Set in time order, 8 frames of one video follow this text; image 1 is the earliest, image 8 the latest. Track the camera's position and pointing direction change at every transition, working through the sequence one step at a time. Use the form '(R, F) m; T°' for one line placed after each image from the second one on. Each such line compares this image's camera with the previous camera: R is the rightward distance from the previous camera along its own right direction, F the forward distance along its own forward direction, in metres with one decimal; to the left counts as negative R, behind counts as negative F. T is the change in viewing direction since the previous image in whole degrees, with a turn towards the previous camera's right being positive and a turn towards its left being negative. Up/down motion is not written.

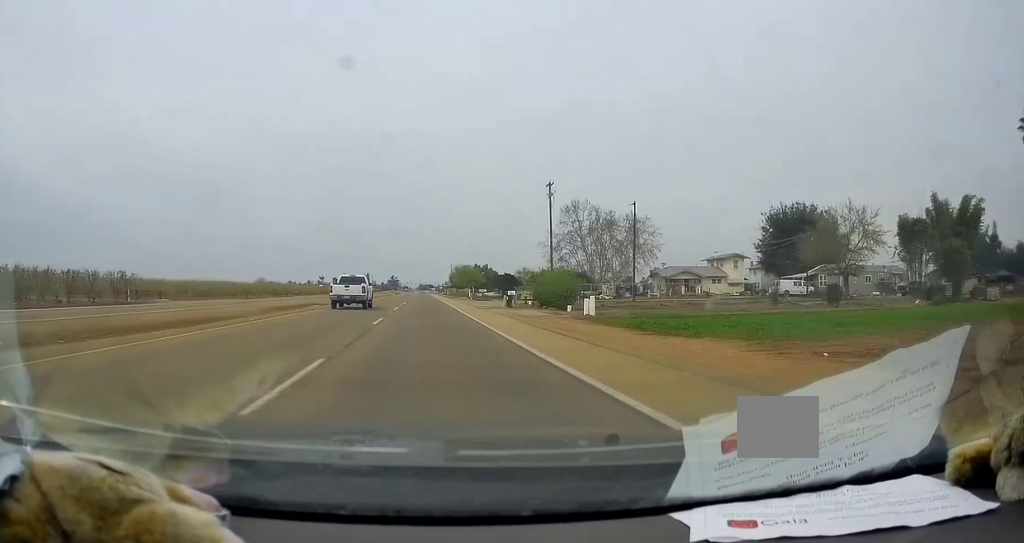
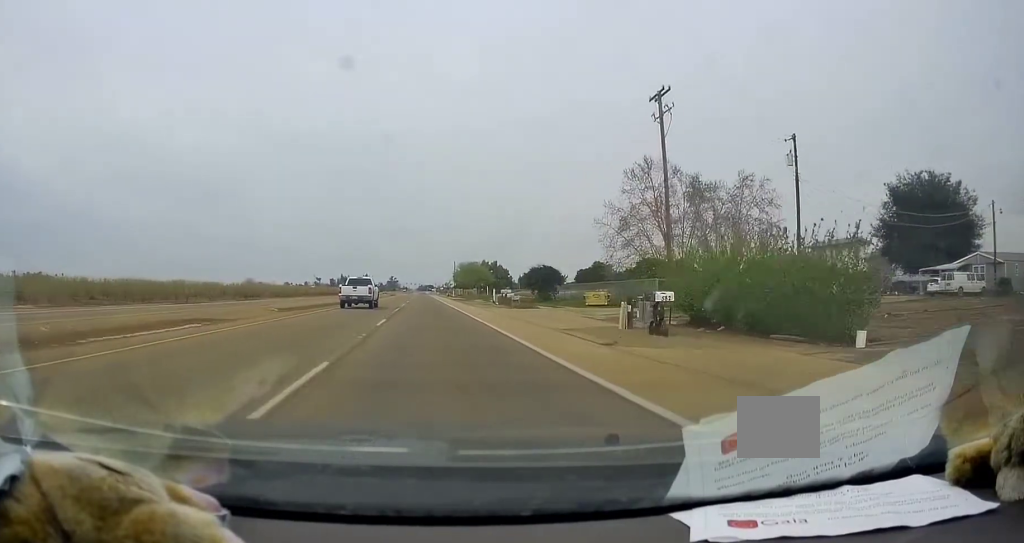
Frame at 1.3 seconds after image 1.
(-0.3, +30.2) m; -1°
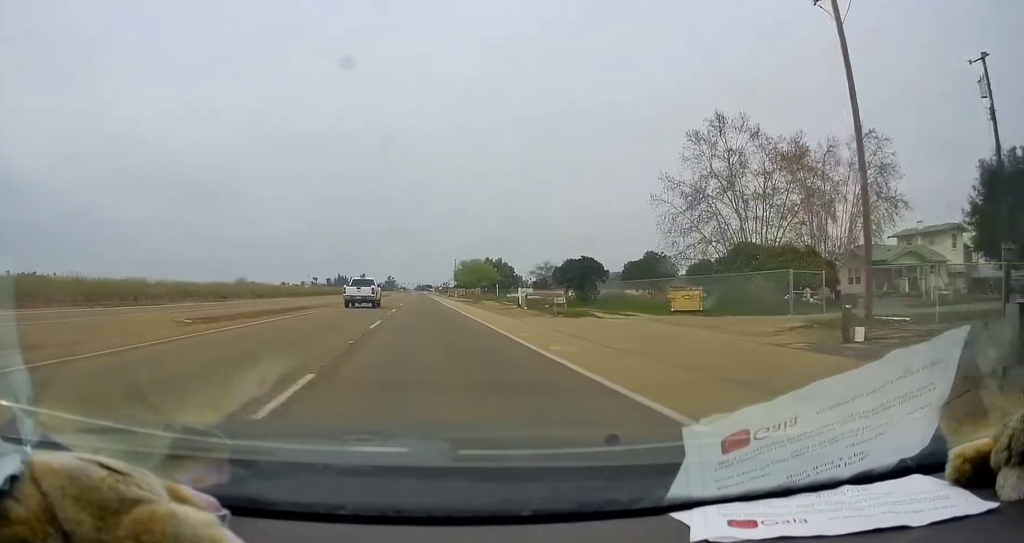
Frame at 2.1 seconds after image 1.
(0.0, +16.6) m; 0°
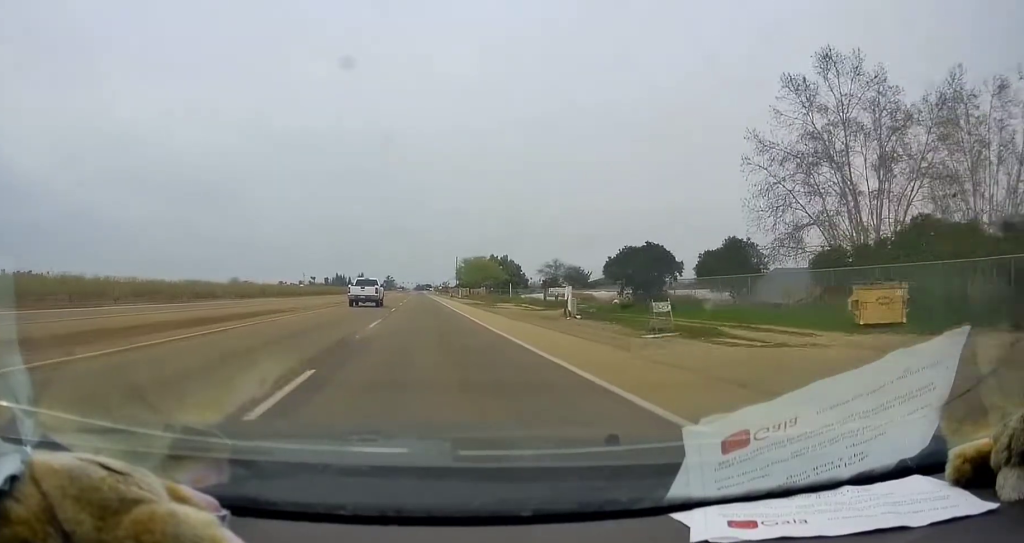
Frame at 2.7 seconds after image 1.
(0.0, +14.4) m; +1°
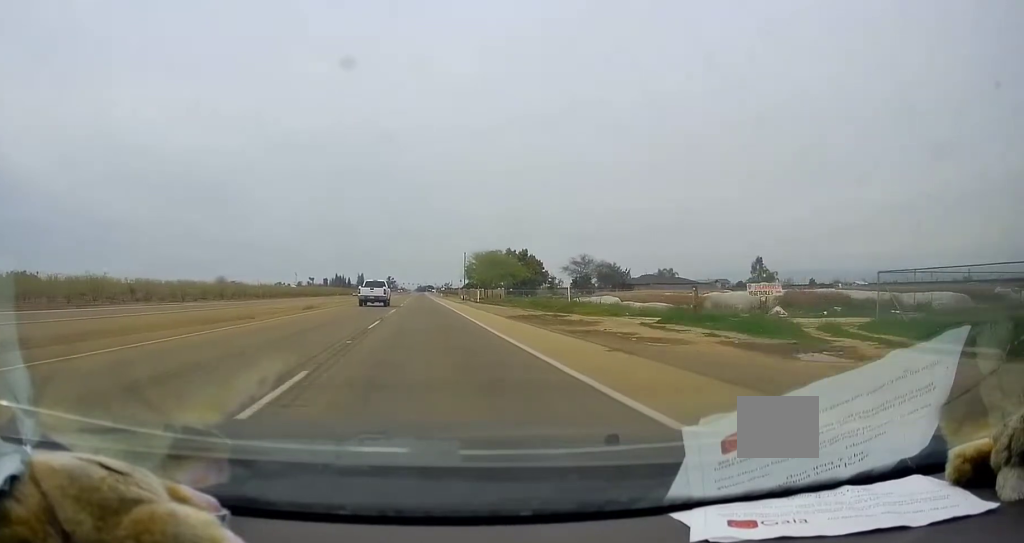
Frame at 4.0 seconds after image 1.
(+0.7, +29.4) m; +2°
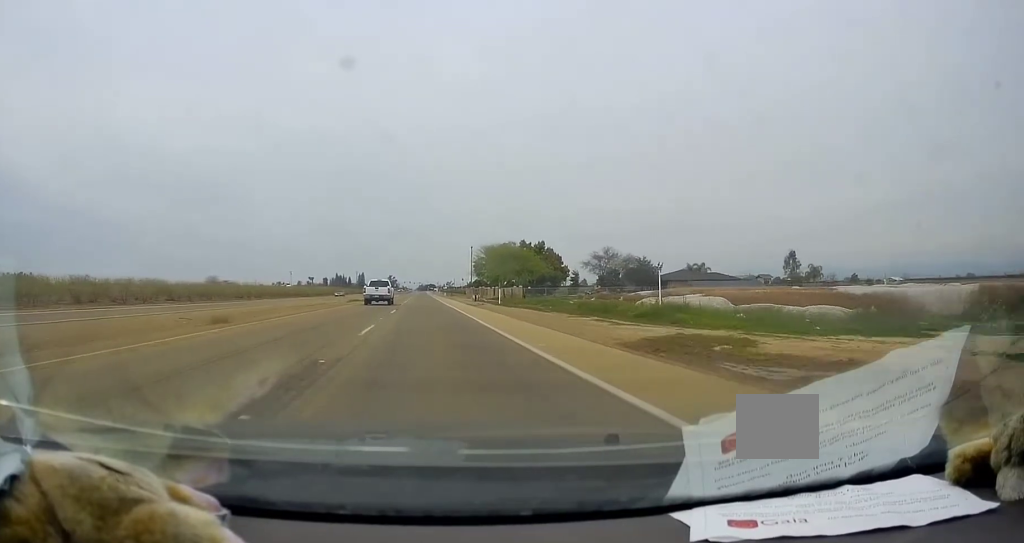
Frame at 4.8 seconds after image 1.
(0.0, +18.0) m; -1°
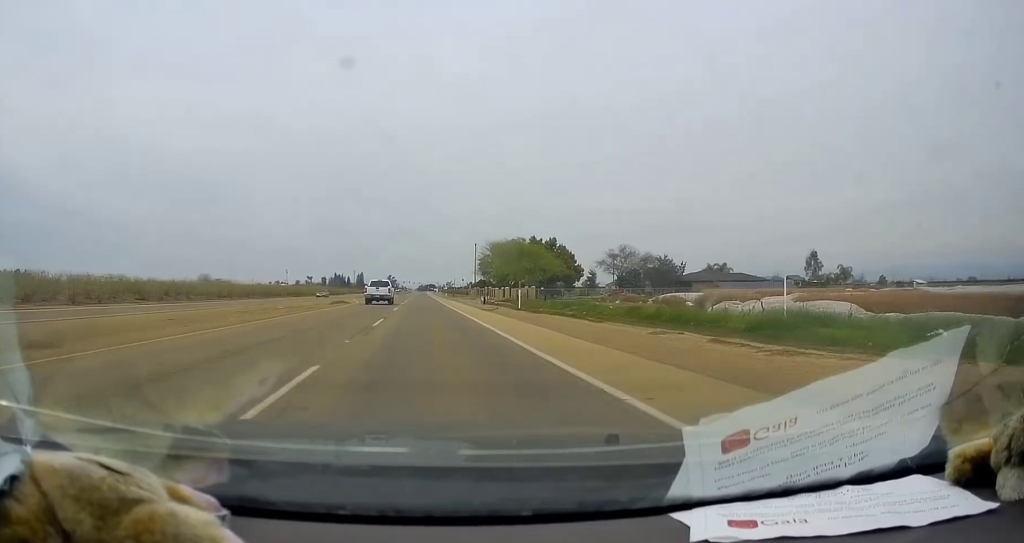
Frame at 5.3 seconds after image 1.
(-0.2, +11.2) m; -1°
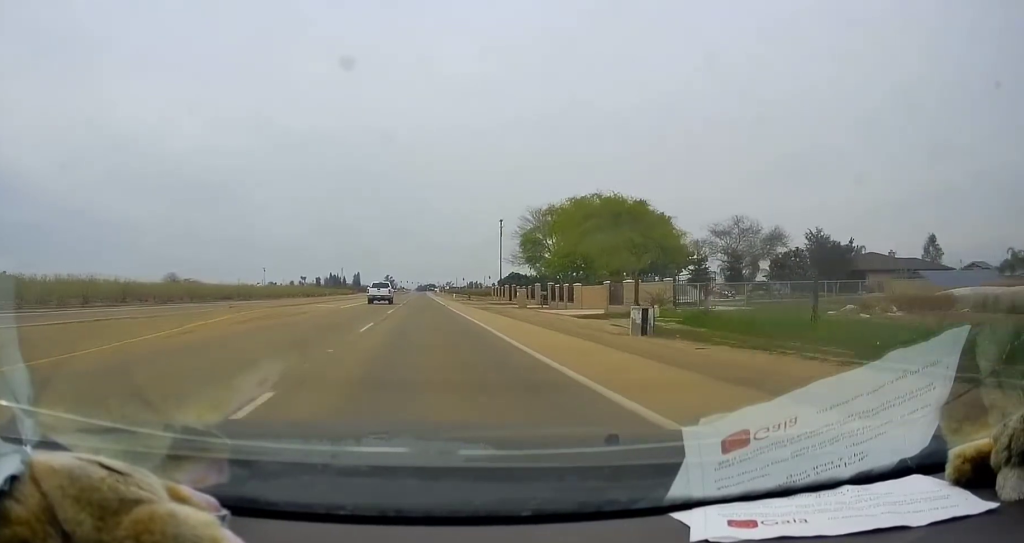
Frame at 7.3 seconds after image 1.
(-0.1, +45.8) m; +2°
